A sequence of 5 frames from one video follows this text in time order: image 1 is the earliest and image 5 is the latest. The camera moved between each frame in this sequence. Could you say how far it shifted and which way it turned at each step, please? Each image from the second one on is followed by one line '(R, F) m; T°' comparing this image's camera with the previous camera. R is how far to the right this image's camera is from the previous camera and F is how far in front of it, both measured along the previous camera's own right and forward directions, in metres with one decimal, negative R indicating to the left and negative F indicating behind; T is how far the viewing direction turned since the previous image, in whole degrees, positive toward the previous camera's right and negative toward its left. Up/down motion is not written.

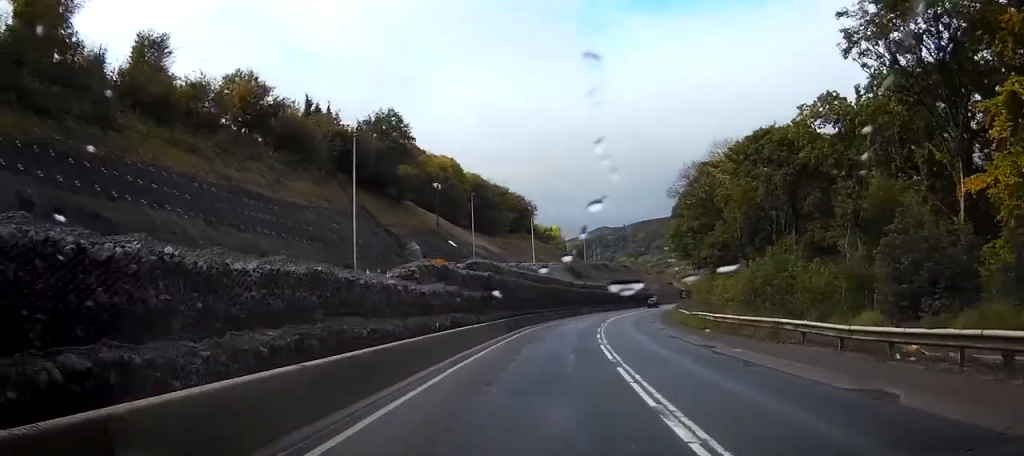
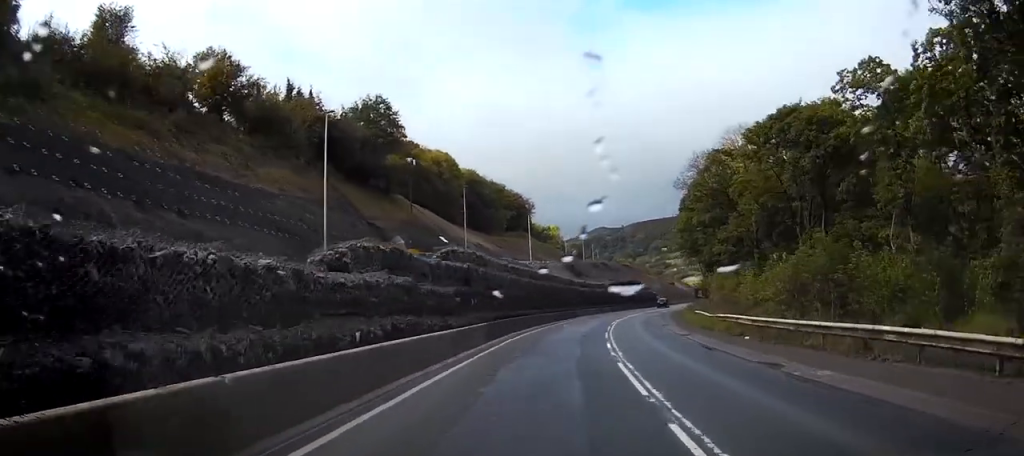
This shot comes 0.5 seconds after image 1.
(+0.3, +7.7) m; +1°
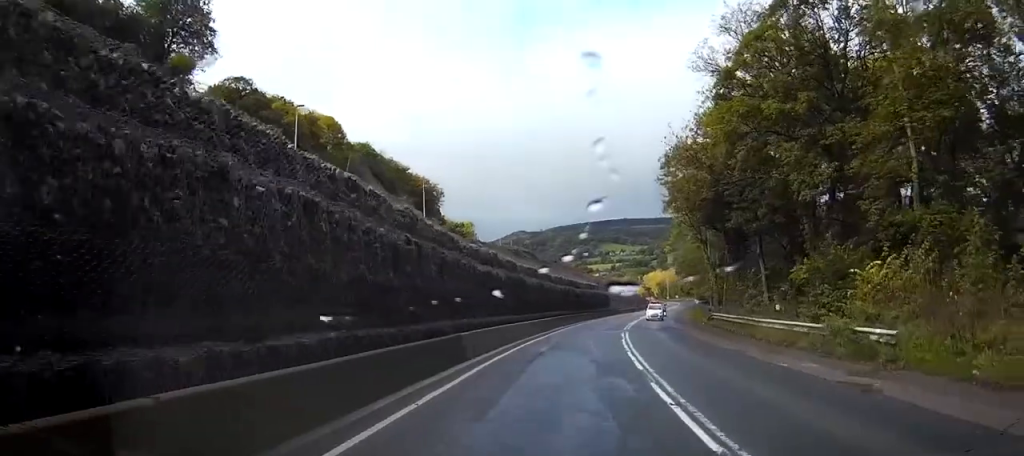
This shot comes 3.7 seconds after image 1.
(+1.1, +48.7) m; +6°
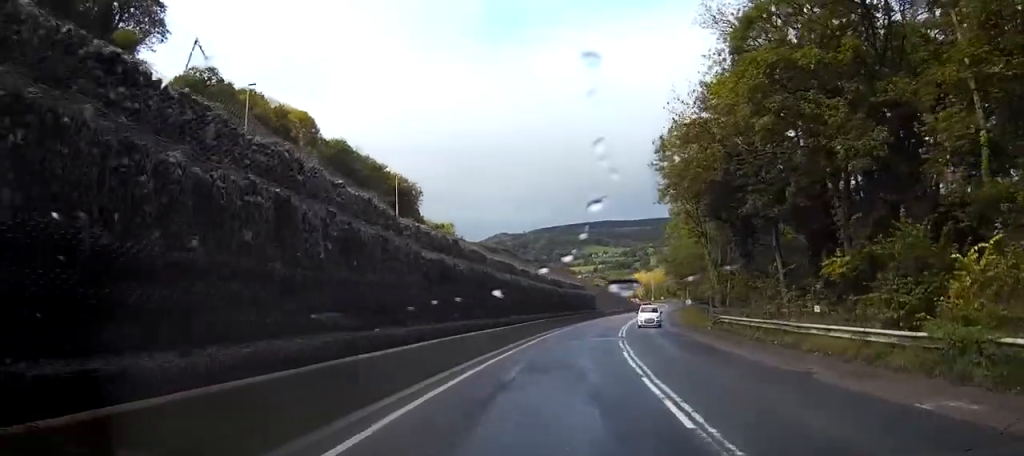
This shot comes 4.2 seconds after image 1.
(+0.1, +7.6) m; +1°
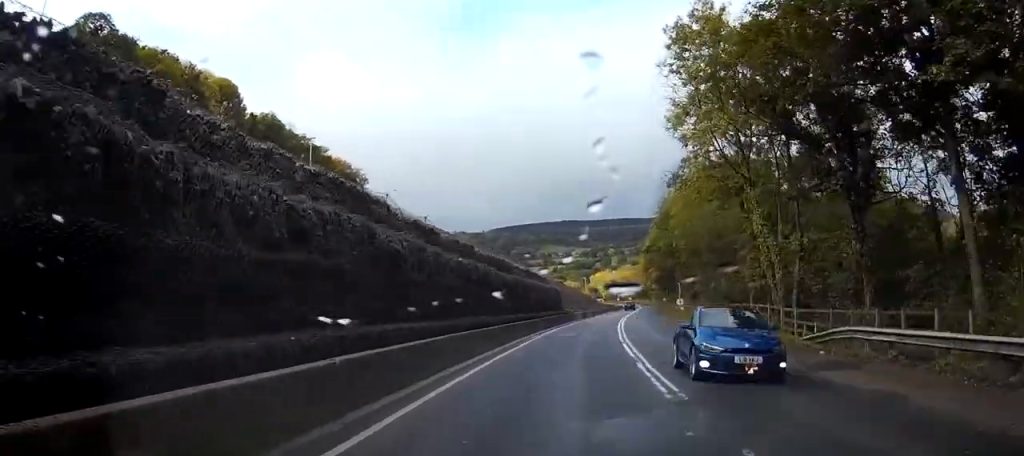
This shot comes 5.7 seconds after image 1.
(+0.8, +24.2) m; +3°
